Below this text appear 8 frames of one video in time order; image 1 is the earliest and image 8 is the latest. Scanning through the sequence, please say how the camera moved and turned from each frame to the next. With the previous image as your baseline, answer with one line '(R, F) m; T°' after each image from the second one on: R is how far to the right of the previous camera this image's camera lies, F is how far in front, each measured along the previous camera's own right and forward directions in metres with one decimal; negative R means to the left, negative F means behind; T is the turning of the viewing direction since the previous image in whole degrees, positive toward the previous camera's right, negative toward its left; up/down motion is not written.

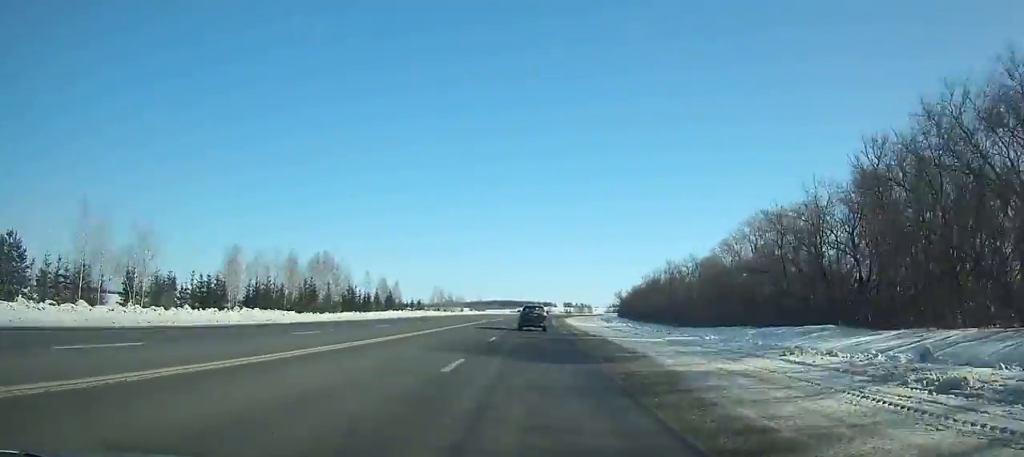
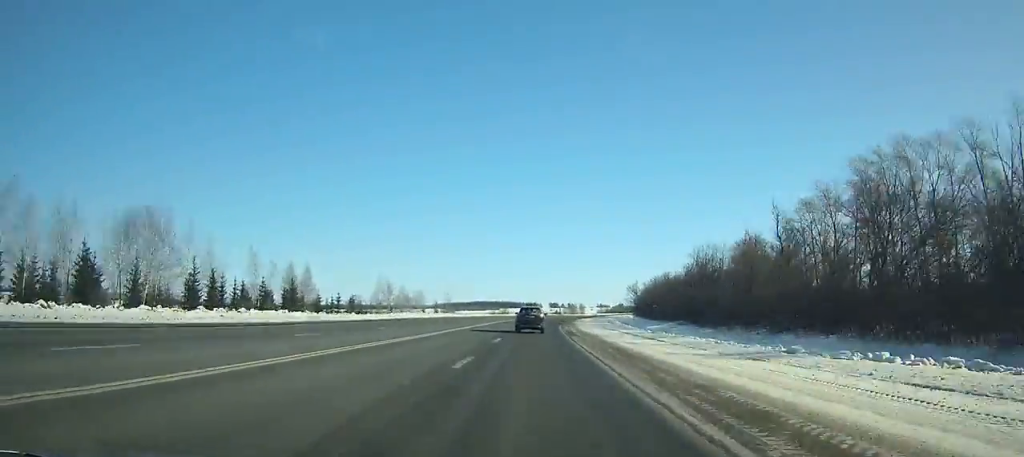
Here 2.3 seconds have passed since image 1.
(+0.4, +57.3) m; +2°
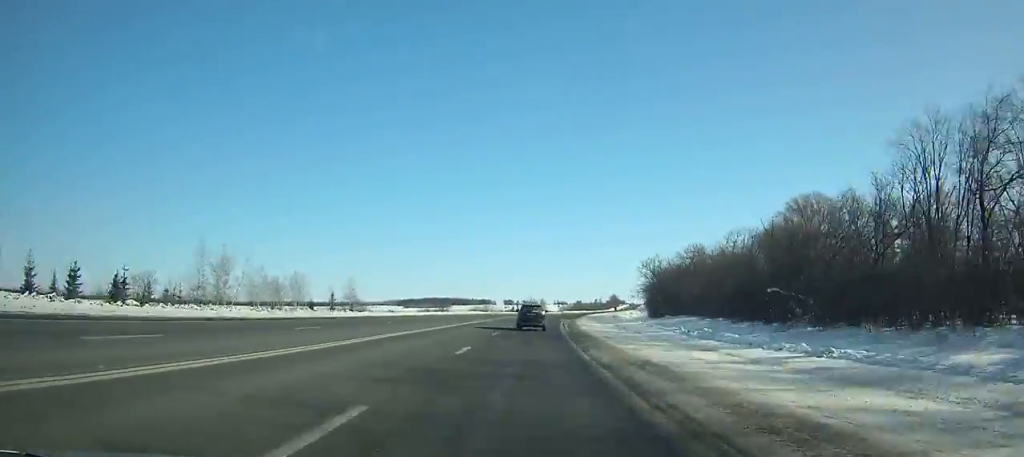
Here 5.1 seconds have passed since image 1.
(+1.5, +69.0) m; +3°
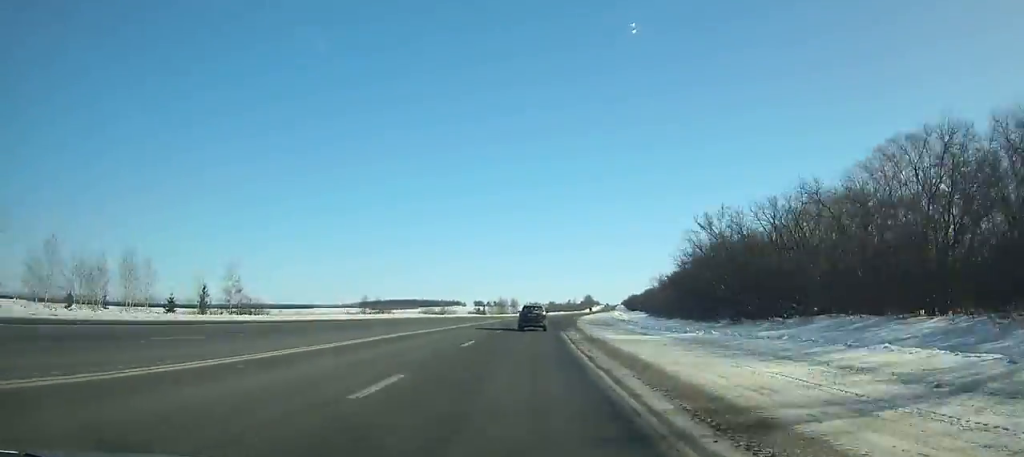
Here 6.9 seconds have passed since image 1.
(+0.8, +44.1) m; +3°
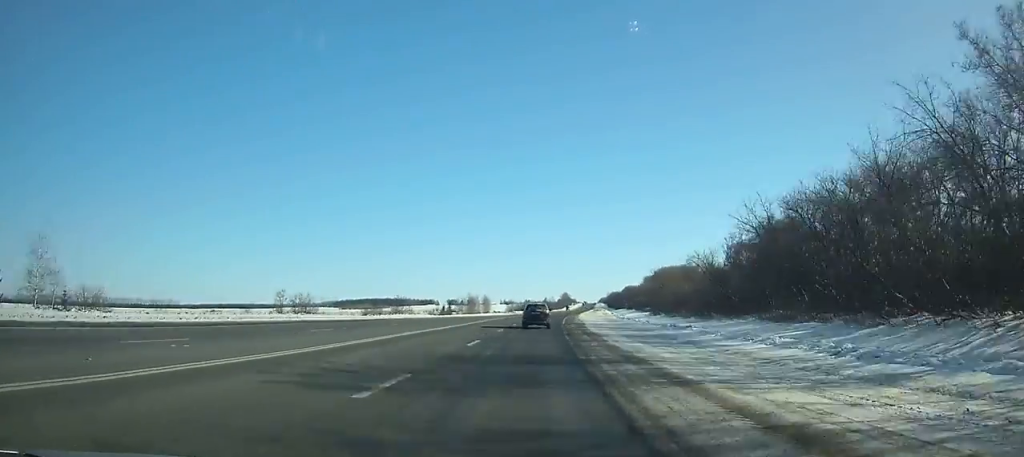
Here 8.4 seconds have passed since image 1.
(+0.9, +36.6) m; +2°
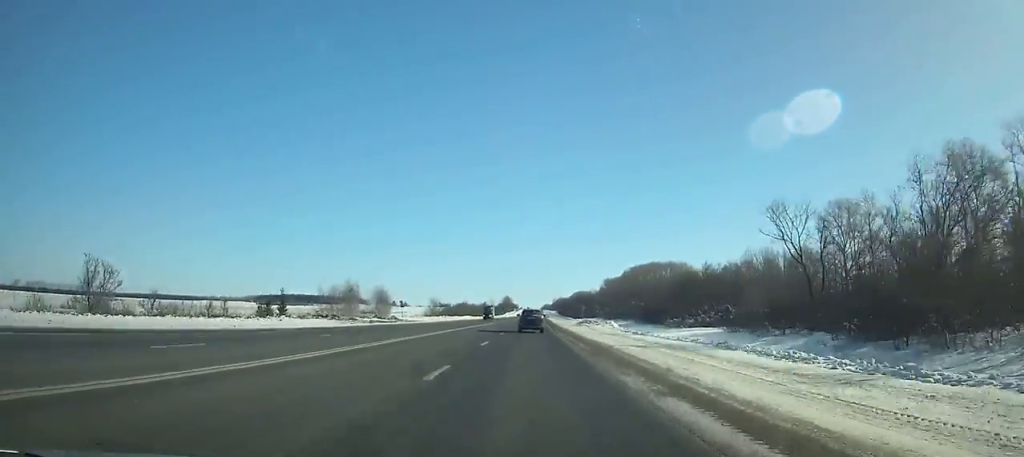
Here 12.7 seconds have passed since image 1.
(+5.6, +105.4) m; +5°
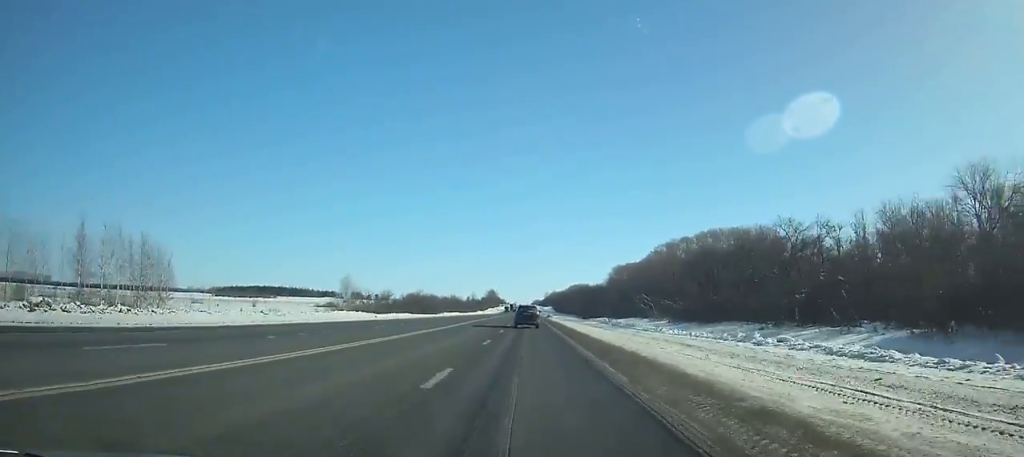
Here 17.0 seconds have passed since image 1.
(+2.3, +107.8) m; +2°
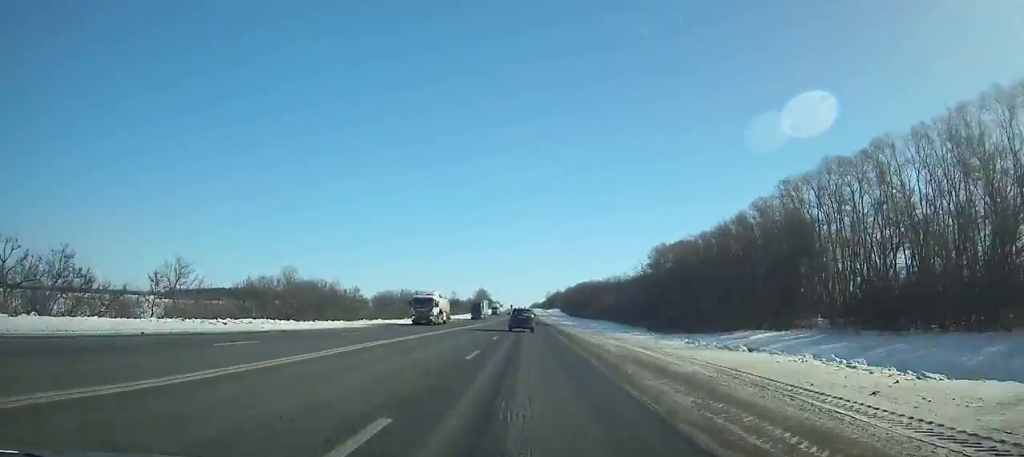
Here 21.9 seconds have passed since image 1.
(+0.3, +125.3) m; 0°
